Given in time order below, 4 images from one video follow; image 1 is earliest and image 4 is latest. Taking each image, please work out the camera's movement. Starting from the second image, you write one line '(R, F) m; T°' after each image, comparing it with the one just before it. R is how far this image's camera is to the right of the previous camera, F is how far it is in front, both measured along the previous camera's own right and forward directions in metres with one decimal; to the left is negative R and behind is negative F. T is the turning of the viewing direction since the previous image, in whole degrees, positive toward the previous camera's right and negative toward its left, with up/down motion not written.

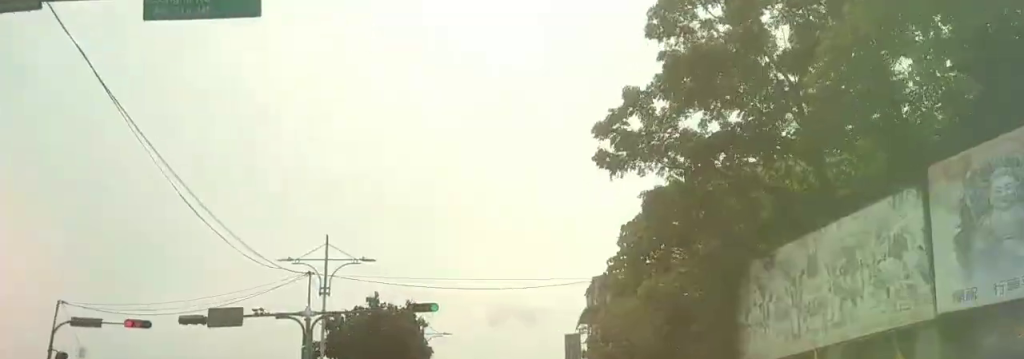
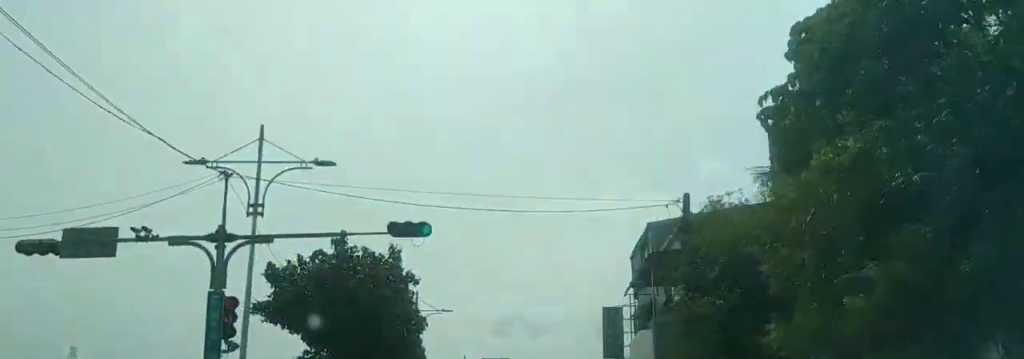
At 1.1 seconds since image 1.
(-0.5, +12.4) m; 0°
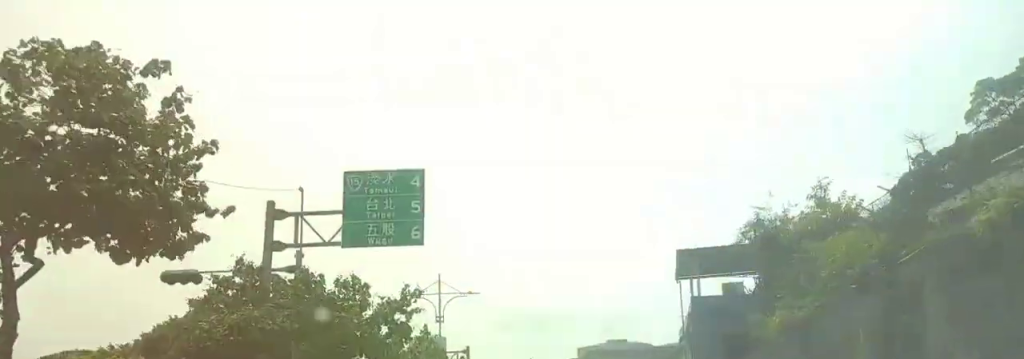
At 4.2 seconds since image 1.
(+4.1, +36.5) m; +8°
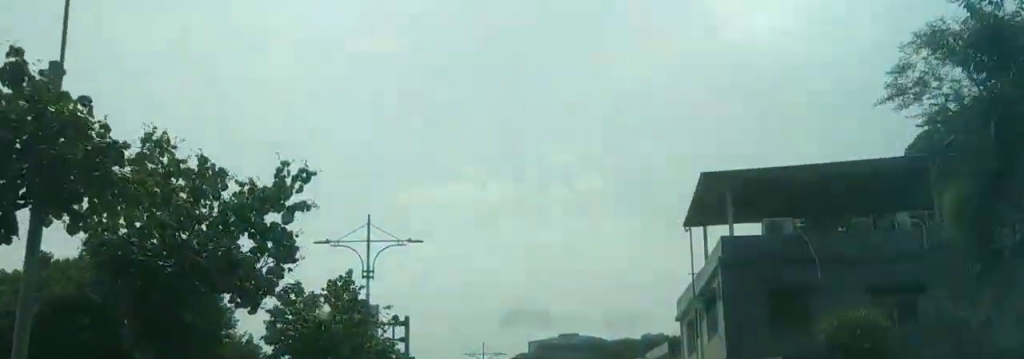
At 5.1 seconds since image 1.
(0.0, +10.6) m; 0°
